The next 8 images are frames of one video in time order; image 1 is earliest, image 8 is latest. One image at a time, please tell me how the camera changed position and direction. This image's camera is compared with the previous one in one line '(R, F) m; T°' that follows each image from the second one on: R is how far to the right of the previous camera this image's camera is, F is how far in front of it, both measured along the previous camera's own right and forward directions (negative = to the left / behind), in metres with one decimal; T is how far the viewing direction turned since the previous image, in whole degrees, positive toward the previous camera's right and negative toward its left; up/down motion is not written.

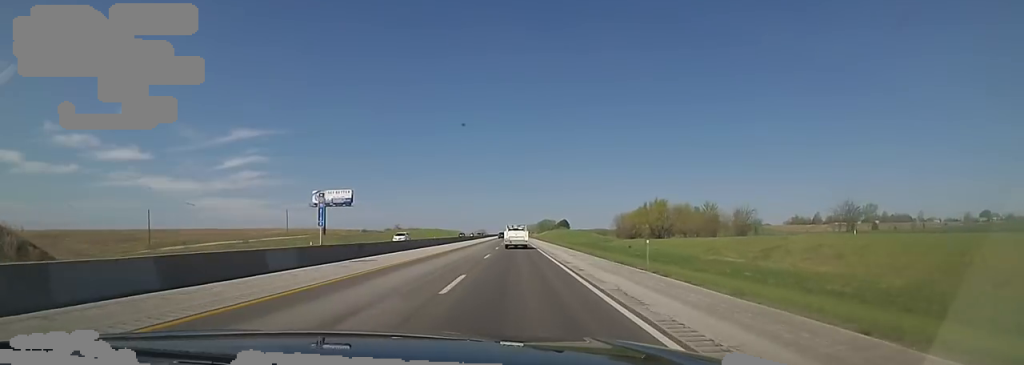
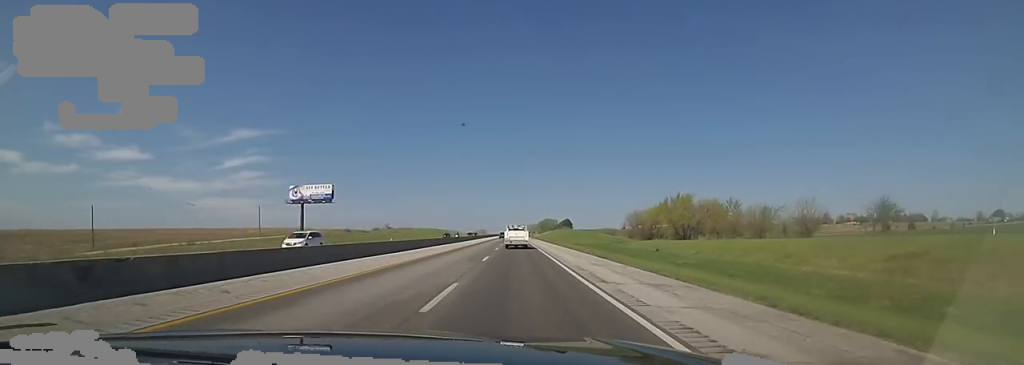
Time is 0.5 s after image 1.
(-0.2, +18.0) m; +1°
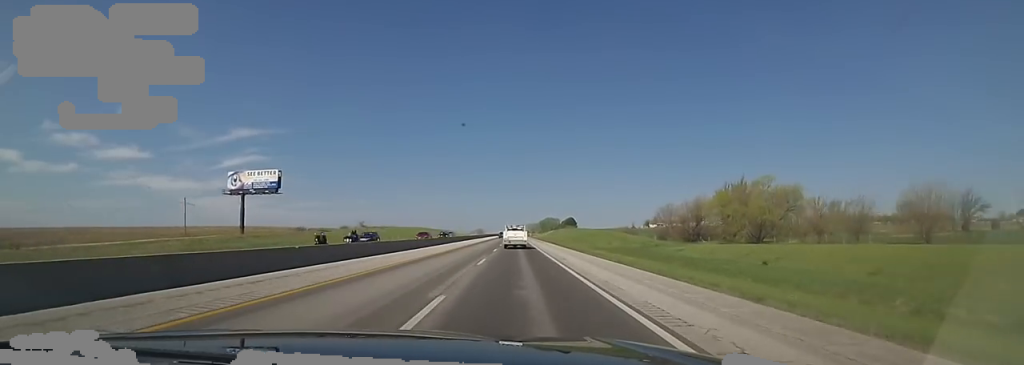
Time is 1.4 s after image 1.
(+1.5, +33.5) m; 0°
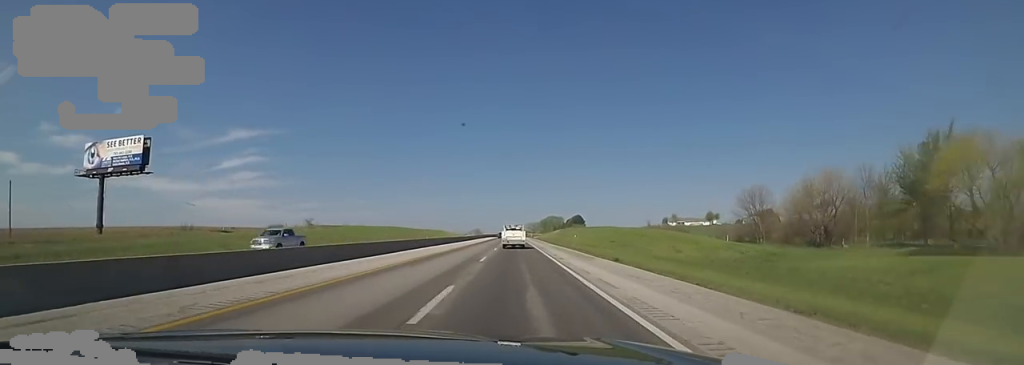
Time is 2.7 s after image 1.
(-2.0, +44.1) m; -2°
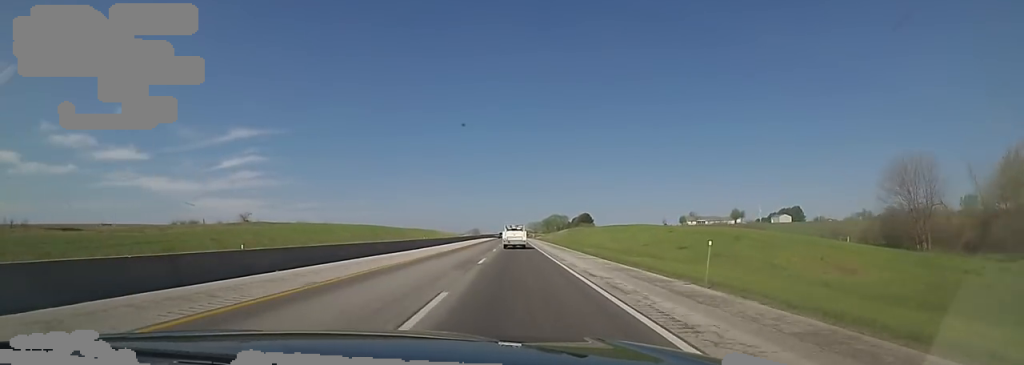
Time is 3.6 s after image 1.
(+0.1, +32.3) m; 0°
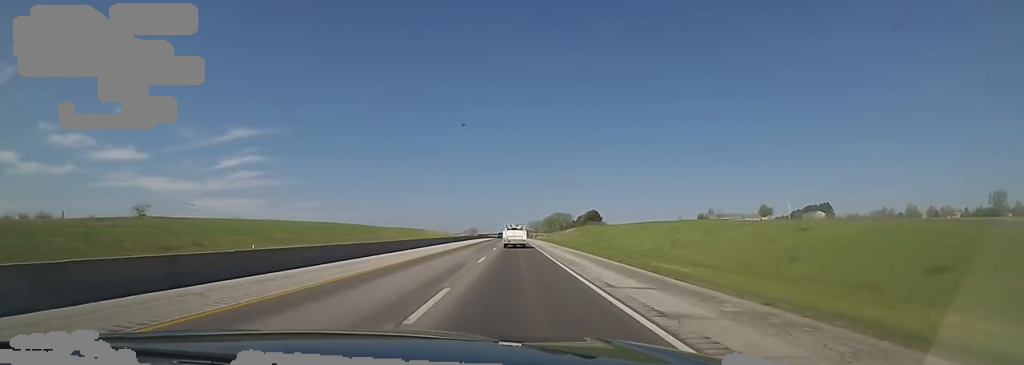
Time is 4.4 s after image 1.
(-0.3, +29.9) m; 0°
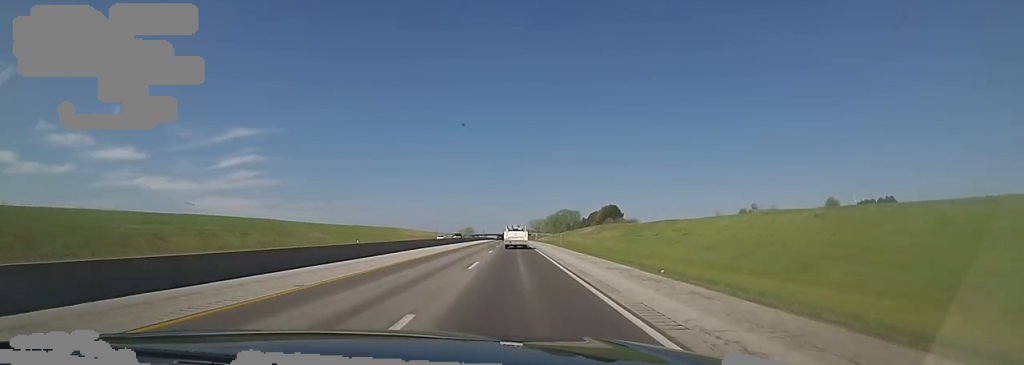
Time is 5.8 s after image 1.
(+1.4, +50.1) m; +2°
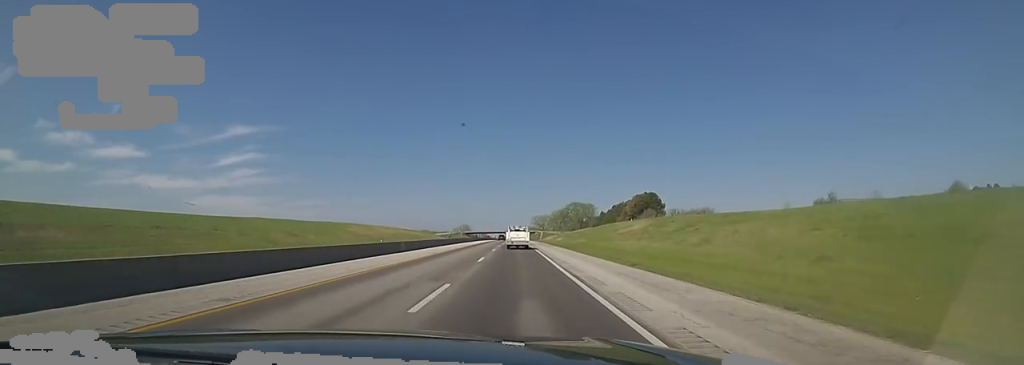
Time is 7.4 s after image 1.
(-0.5, +56.0) m; -2°
